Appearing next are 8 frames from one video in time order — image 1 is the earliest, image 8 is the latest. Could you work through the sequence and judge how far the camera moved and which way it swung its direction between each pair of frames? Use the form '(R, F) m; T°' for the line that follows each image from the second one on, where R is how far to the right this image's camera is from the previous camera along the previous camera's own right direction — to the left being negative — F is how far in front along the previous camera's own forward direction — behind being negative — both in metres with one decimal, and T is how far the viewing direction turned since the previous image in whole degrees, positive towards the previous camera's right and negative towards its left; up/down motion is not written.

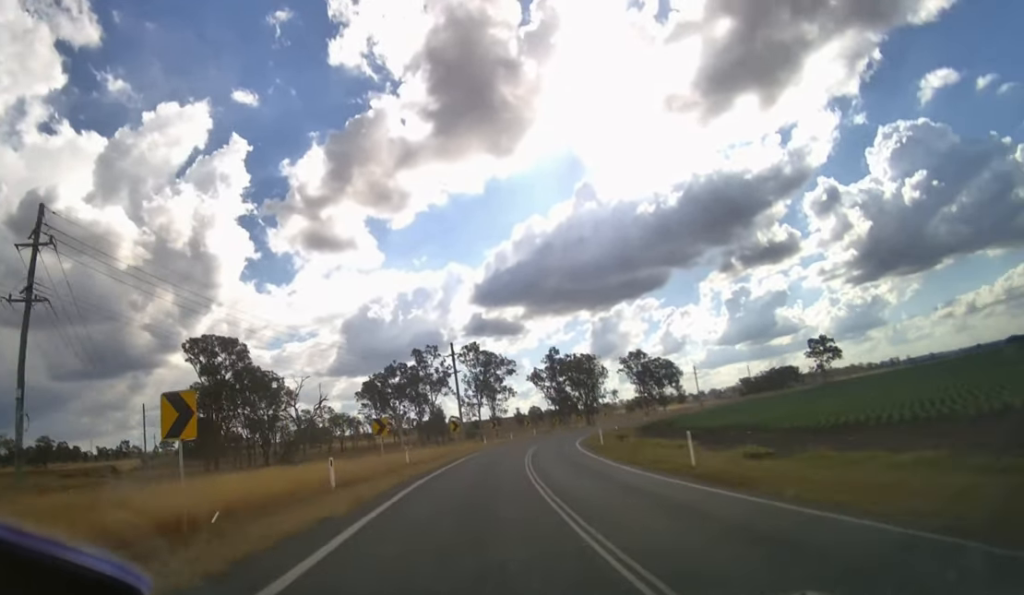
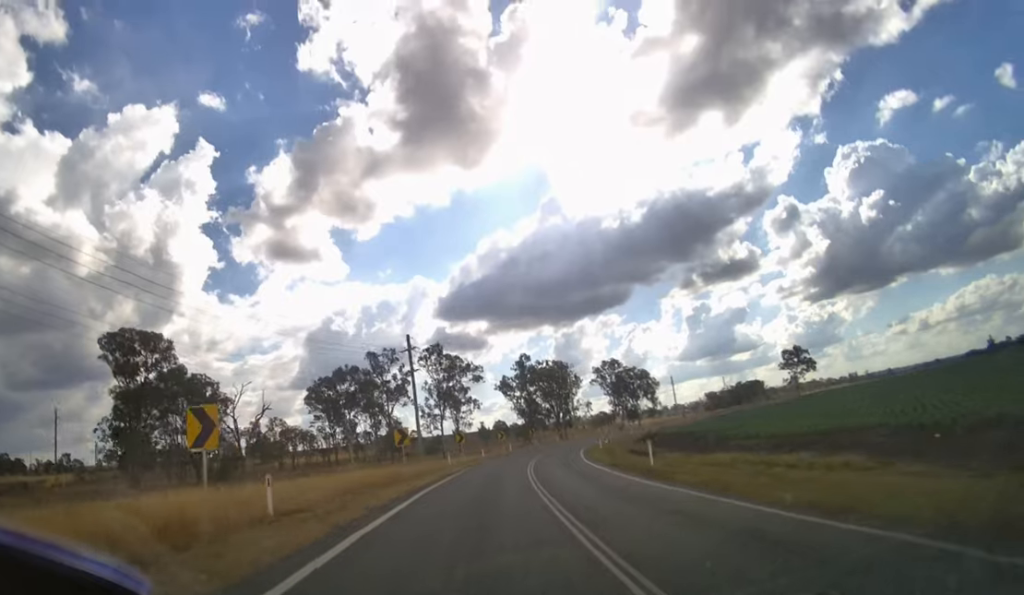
(+0.8, +16.0) m; +5°
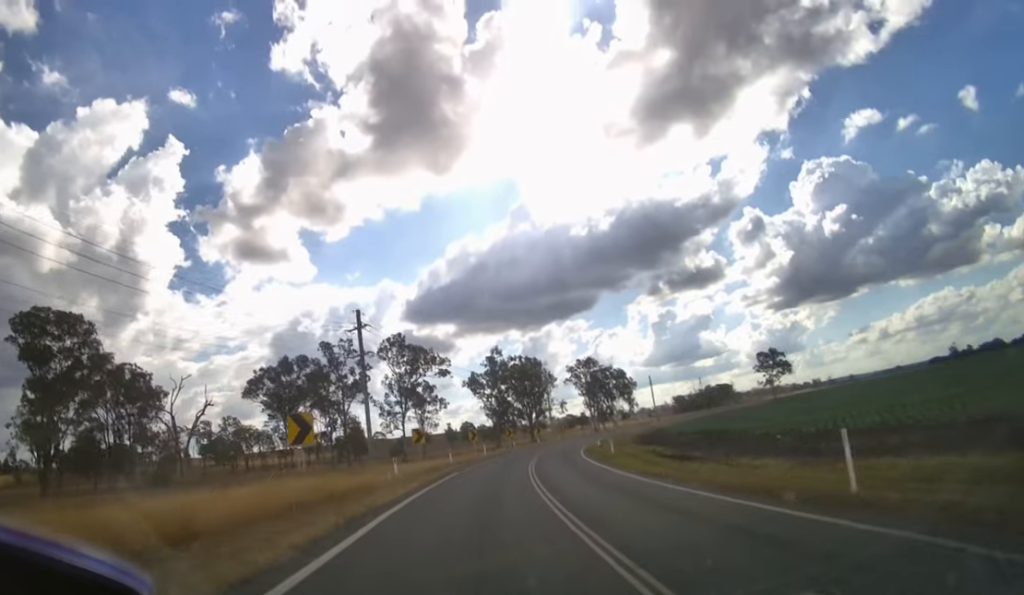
(+0.6, +14.3) m; +4°
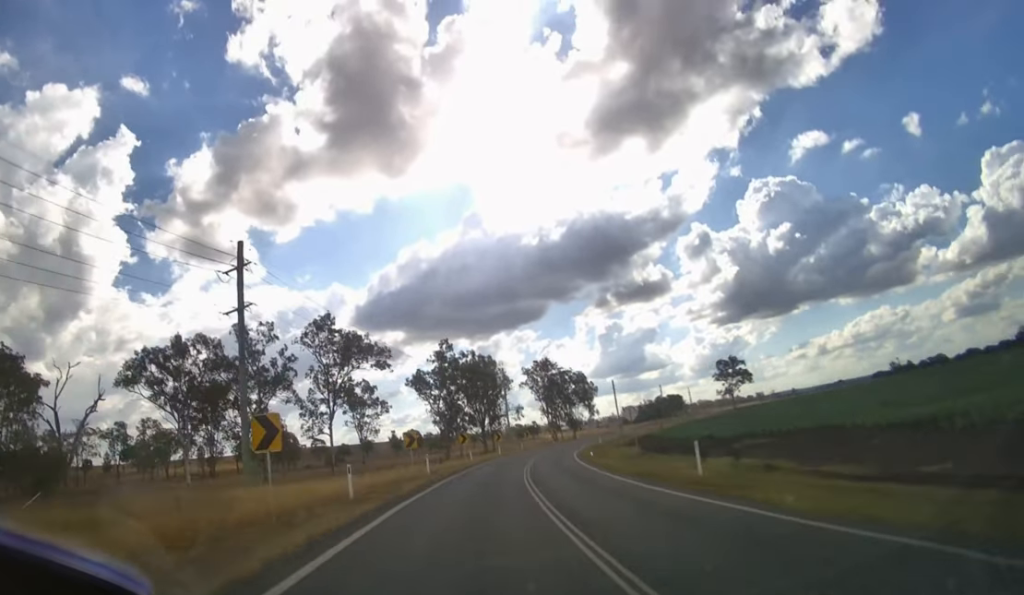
(+0.8, +20.4) m; +5°
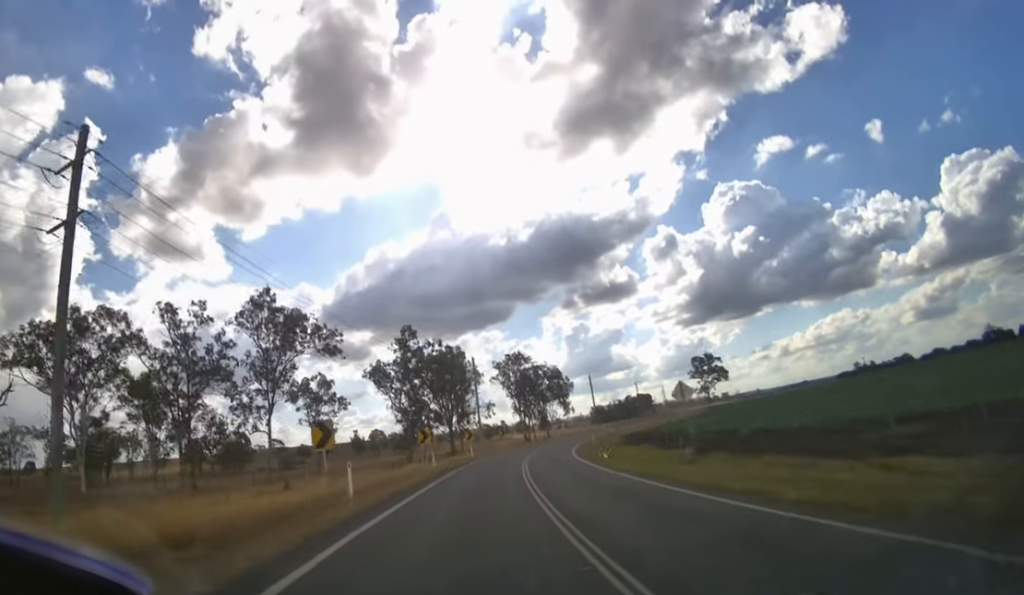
(+0.5, +13.5) m; +4°
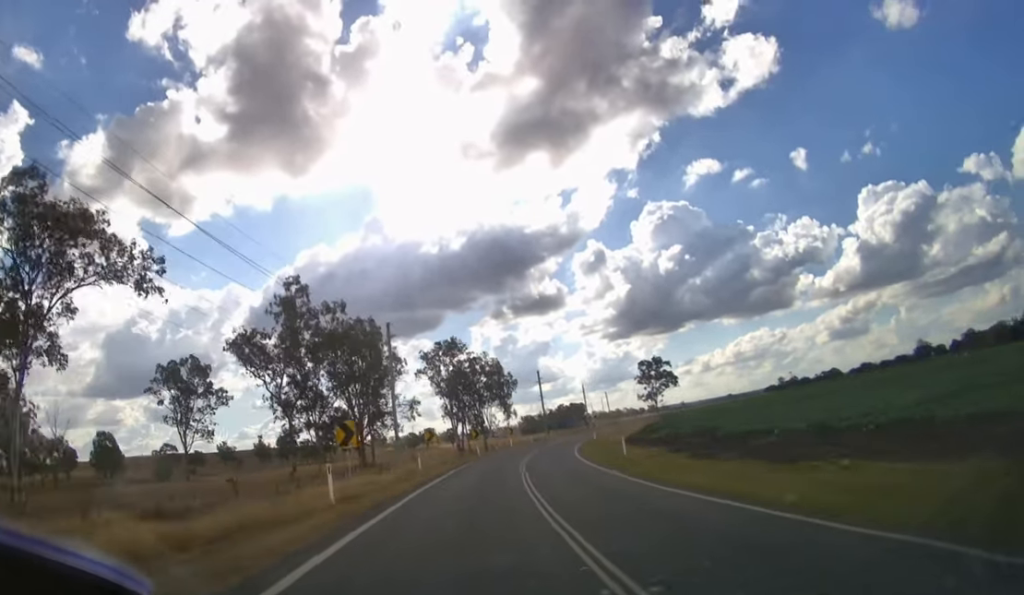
(+2.5, +29.4) m; +10°
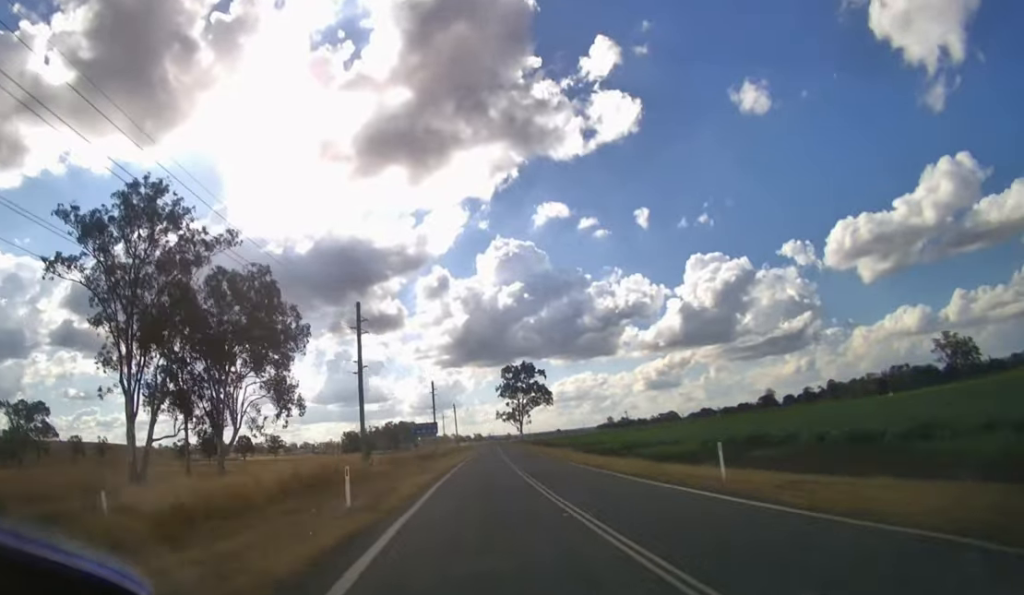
(+9.6, +60.5) m; +17°
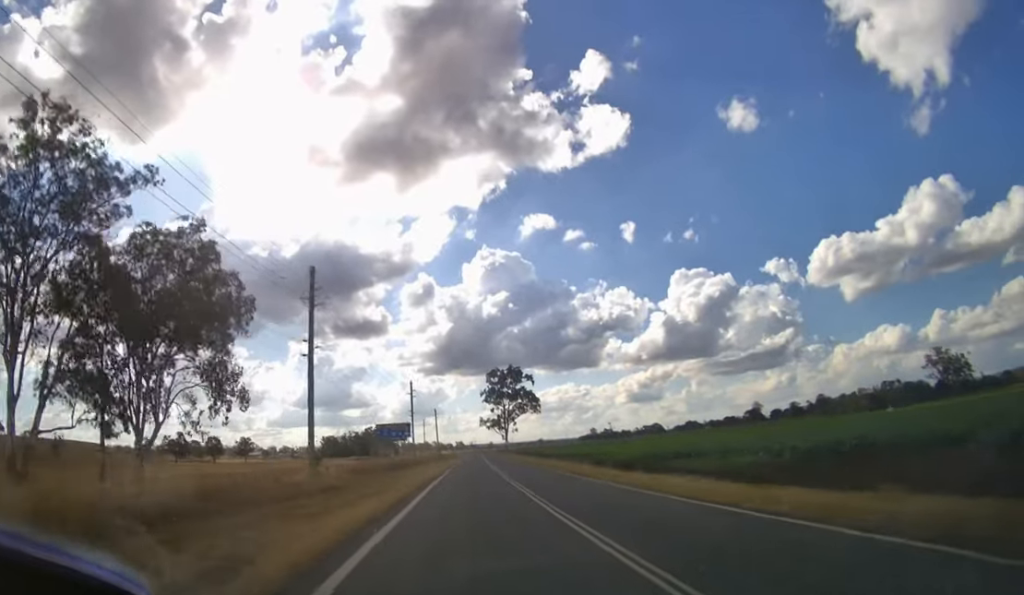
(+0.3, +9.9) m; +2°
